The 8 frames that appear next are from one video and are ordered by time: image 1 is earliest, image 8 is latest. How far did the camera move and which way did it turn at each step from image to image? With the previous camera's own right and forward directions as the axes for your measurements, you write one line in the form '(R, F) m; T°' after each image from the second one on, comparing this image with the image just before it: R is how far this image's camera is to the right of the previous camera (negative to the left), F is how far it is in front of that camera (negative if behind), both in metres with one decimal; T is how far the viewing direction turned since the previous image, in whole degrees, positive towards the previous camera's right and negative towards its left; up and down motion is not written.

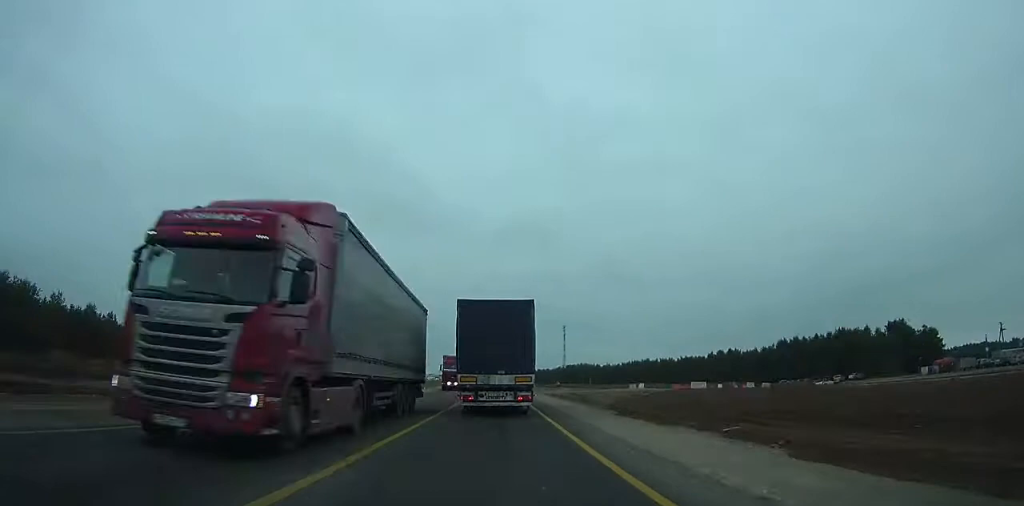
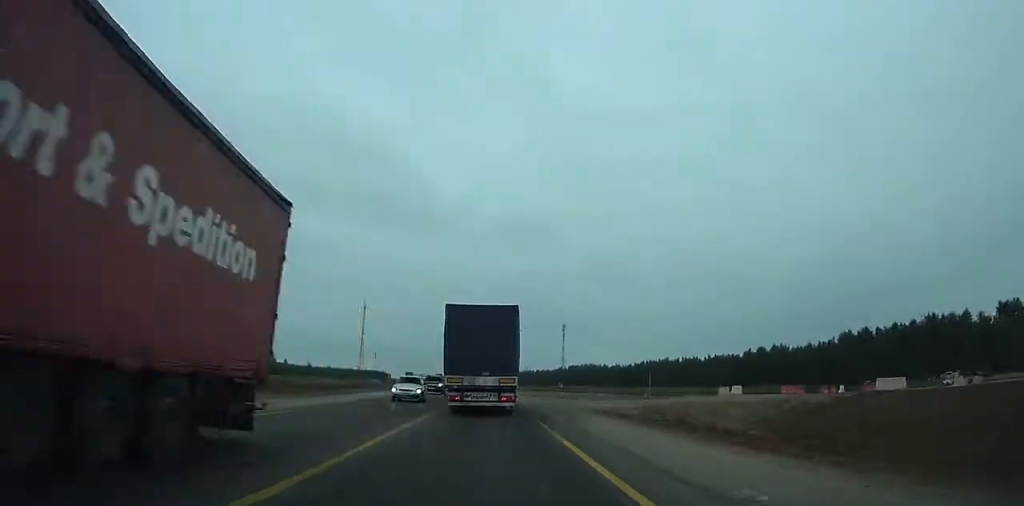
(+0.1, +37.1) m; 0°
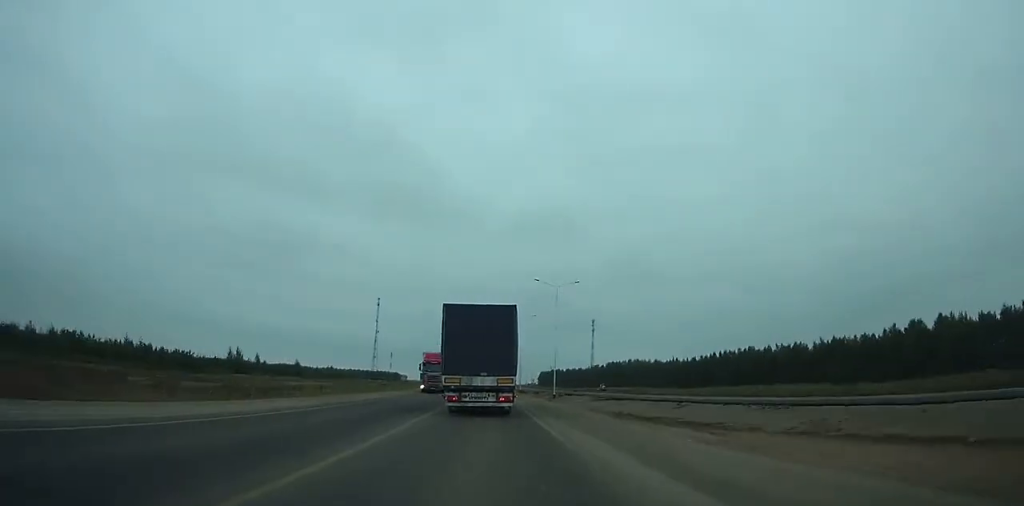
(-0.3, +59.7) m; -1°
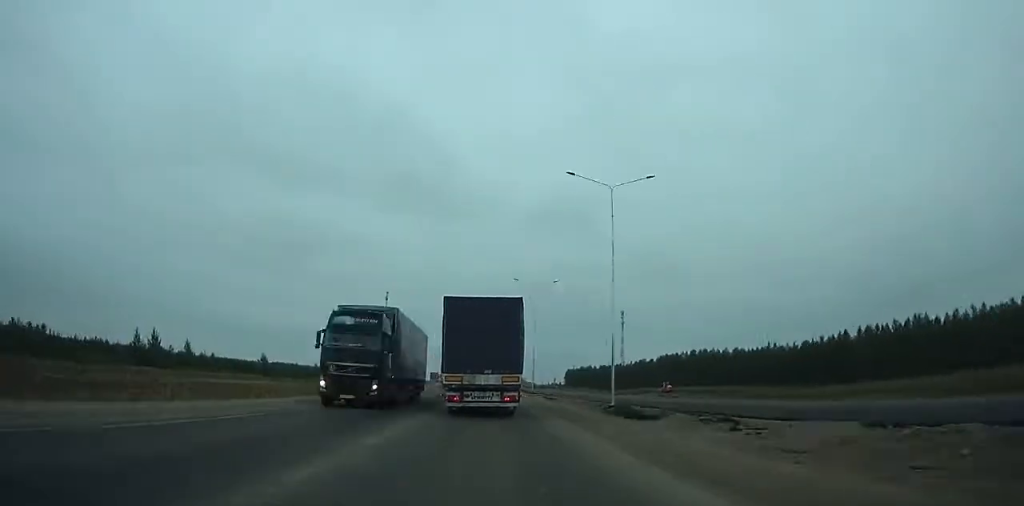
(-1.2, +65.9) m; -2°
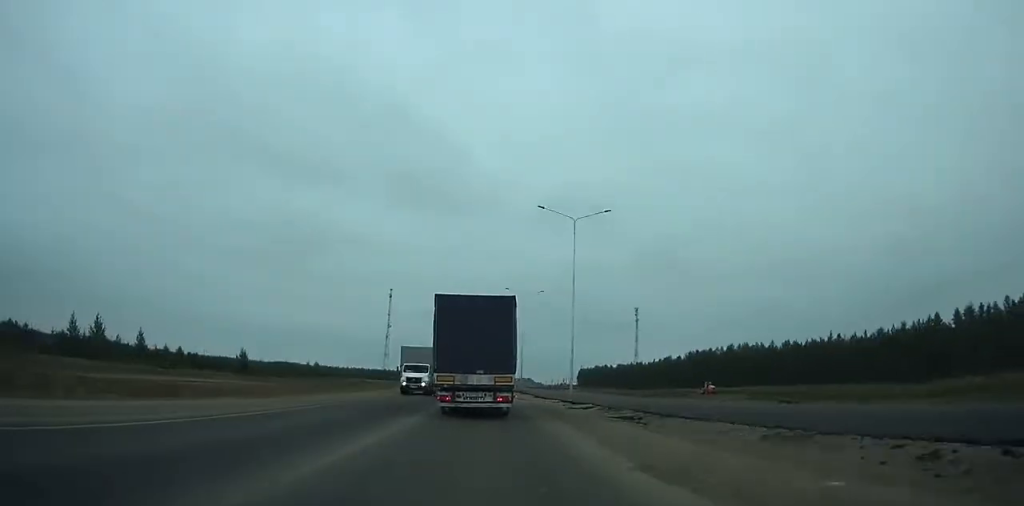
(-0.1, +28.3) m; -1°
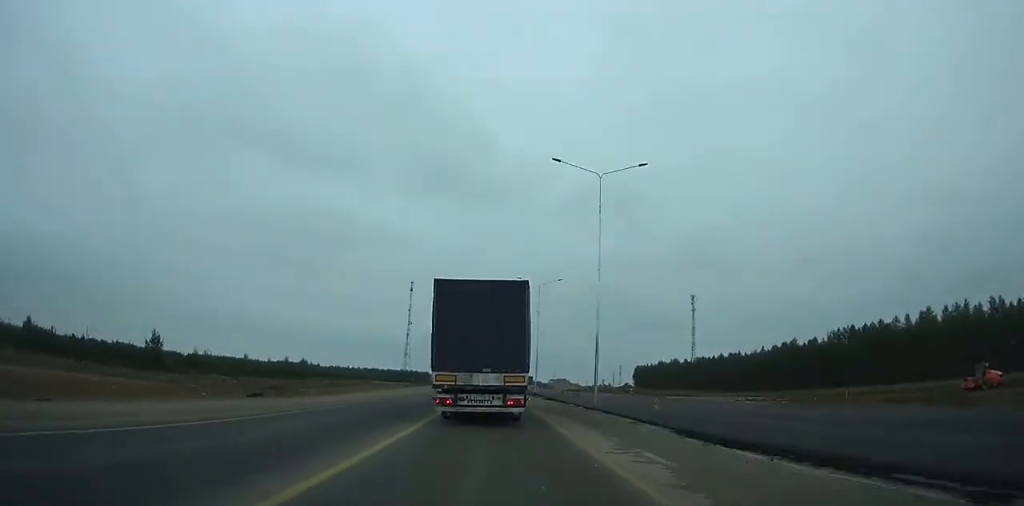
(-1.4, +76.2) m; -2°
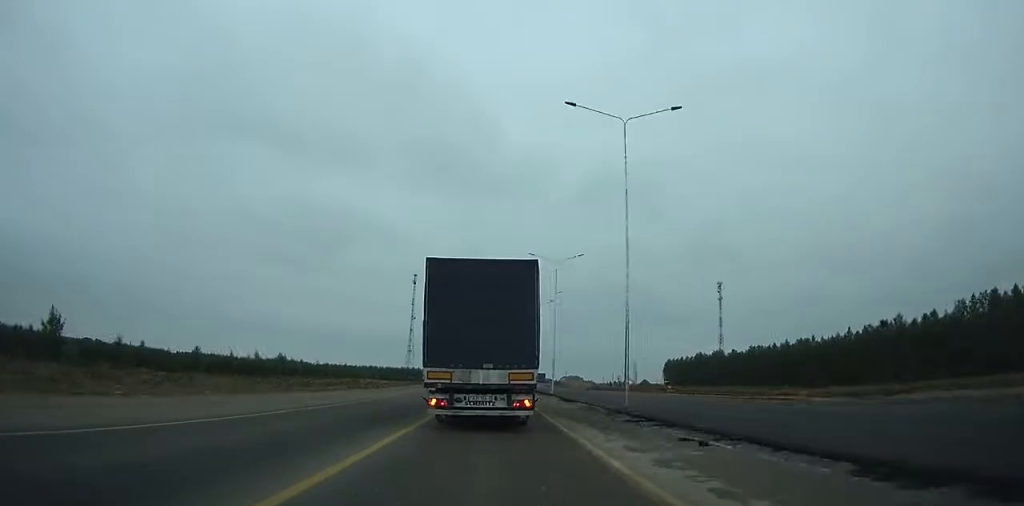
(-0.3, +39.7) m; -1°
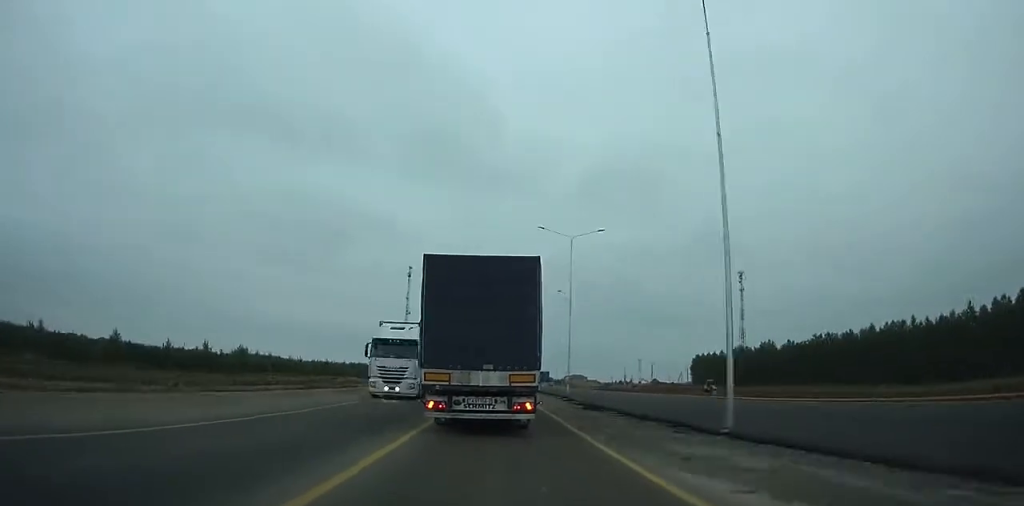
(-0.4, +40.9) m; 0°
